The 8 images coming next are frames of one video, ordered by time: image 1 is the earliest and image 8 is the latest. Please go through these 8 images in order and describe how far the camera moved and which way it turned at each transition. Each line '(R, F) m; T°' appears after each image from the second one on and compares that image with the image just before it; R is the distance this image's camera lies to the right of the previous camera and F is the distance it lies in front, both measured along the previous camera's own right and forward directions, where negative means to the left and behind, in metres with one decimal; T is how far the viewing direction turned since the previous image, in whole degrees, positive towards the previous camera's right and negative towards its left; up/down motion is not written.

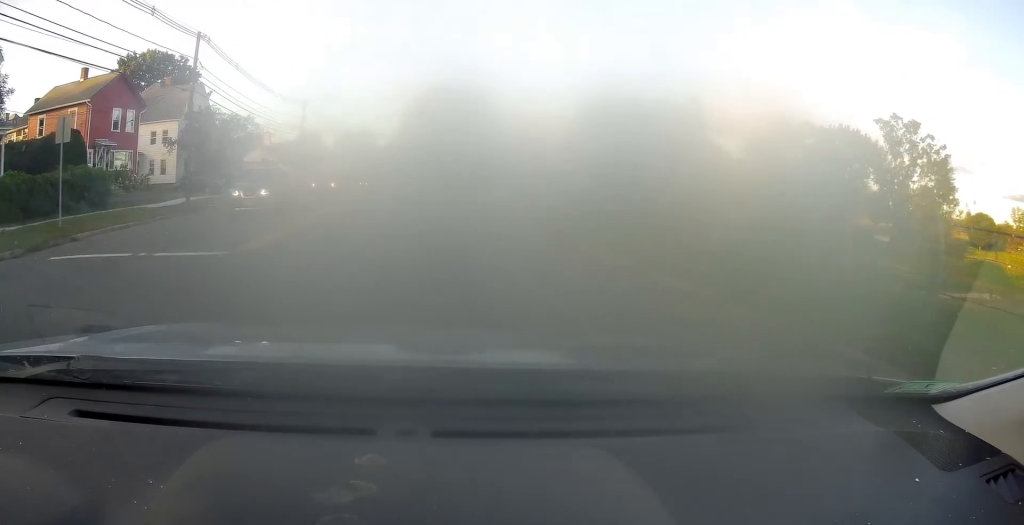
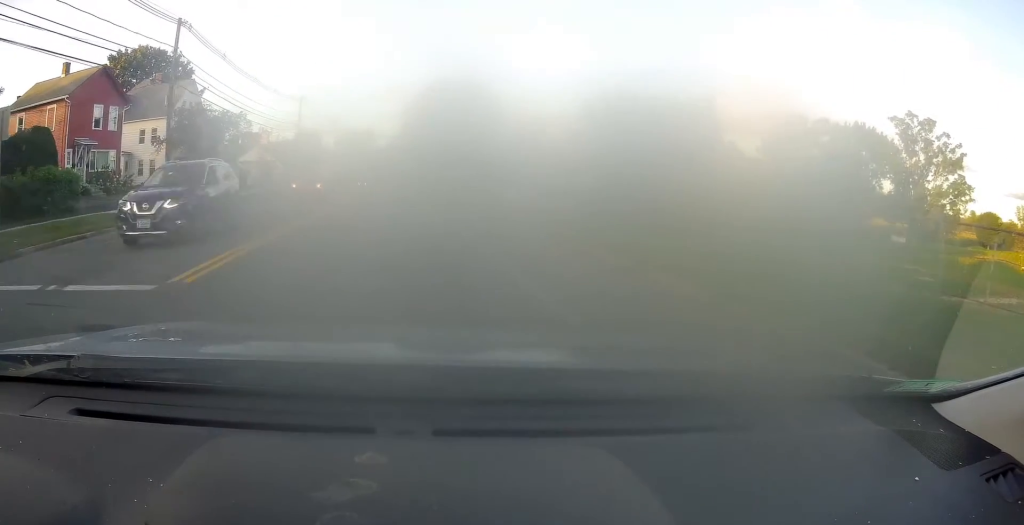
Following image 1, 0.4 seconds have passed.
(0.0, +3.6) m; -2°
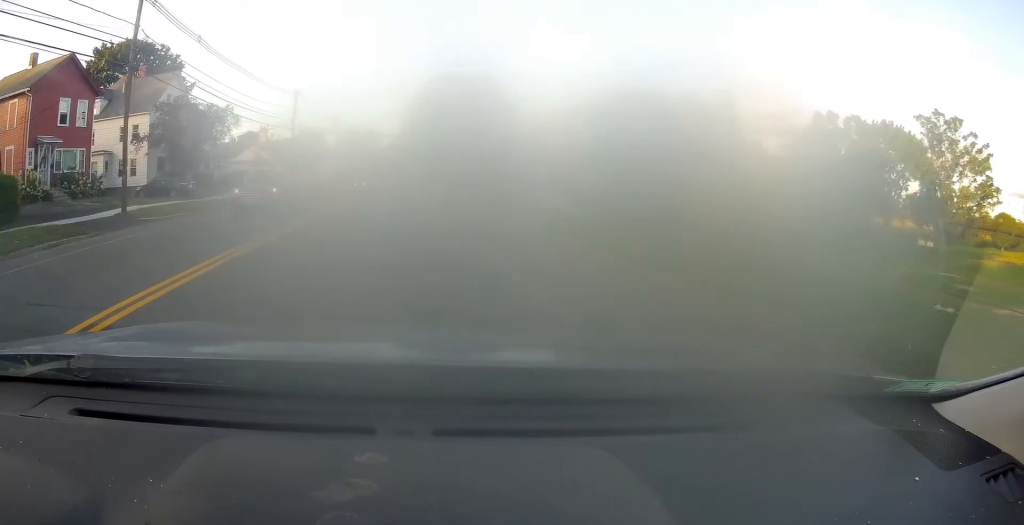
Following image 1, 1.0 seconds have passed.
(-0.1, +5.2) m; -1°
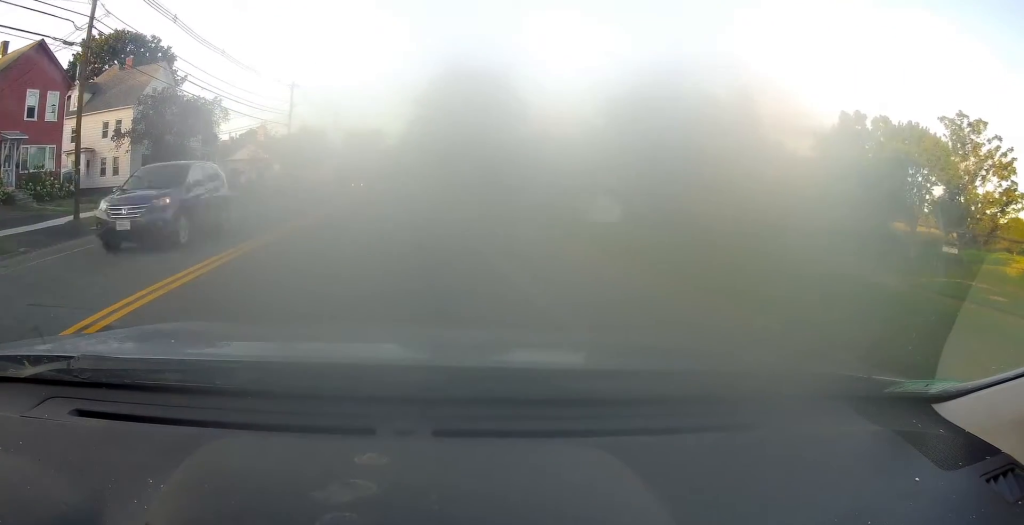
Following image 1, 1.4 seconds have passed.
(-0.1, +4.7) m; -1°
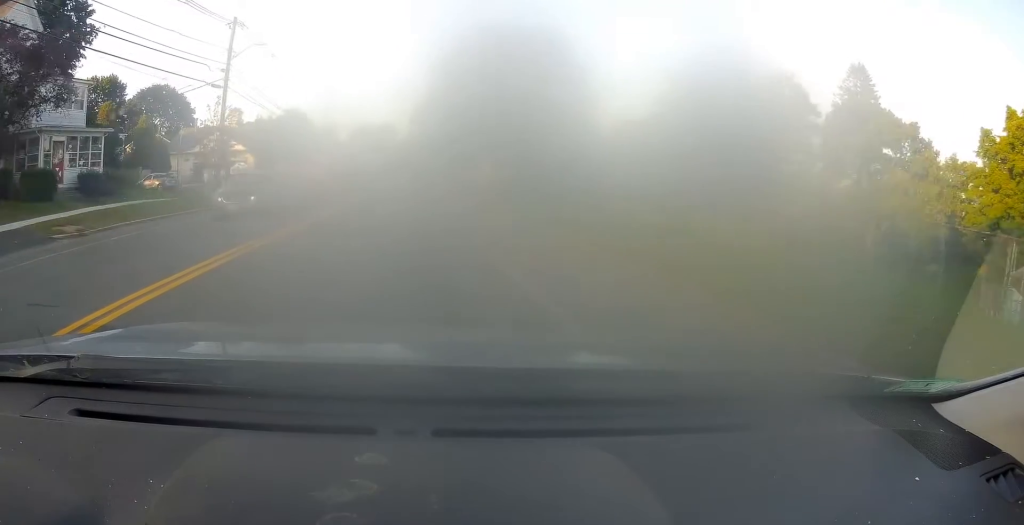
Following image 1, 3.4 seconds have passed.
(-0.1, +23.3) m; 0°
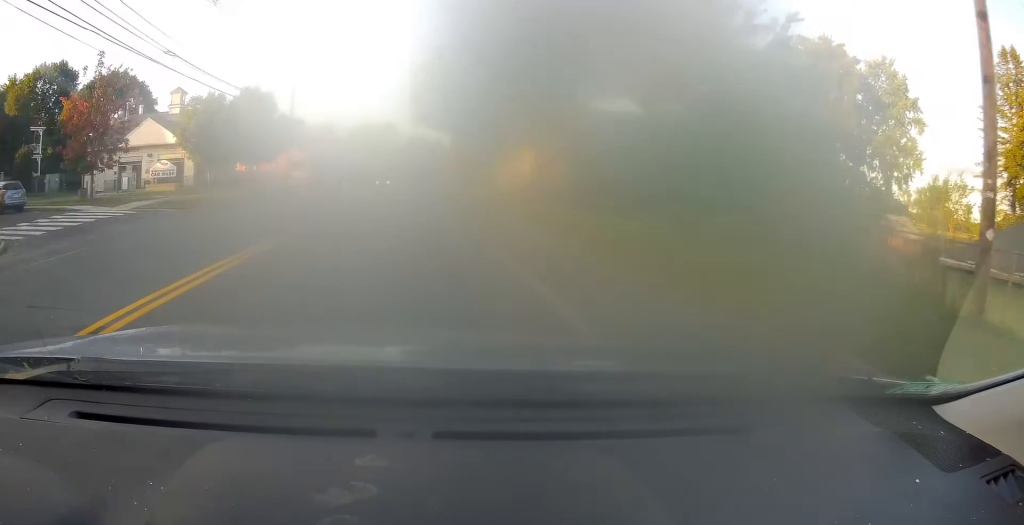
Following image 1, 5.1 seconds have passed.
(0.0, +22.5) m; 0°
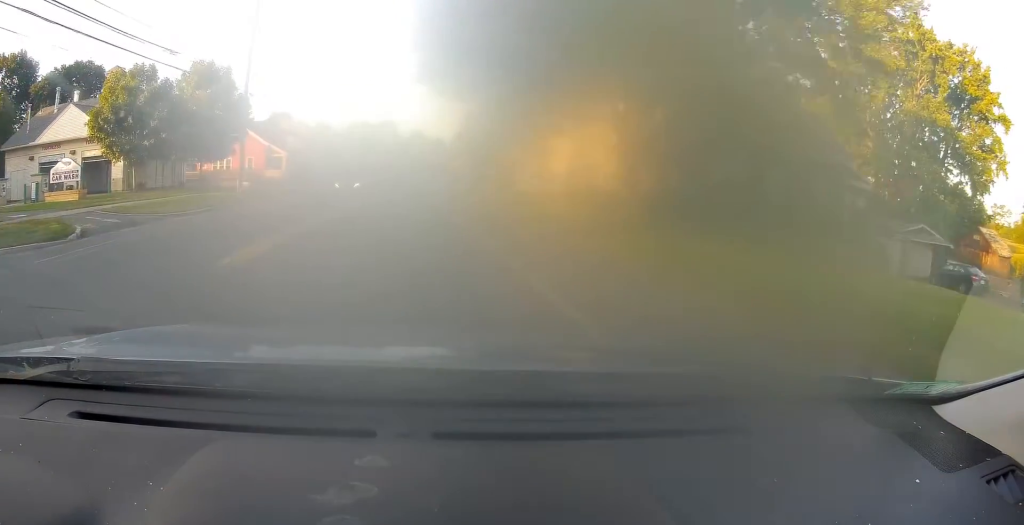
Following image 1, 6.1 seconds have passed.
(0.0, +14.5) m; 0°
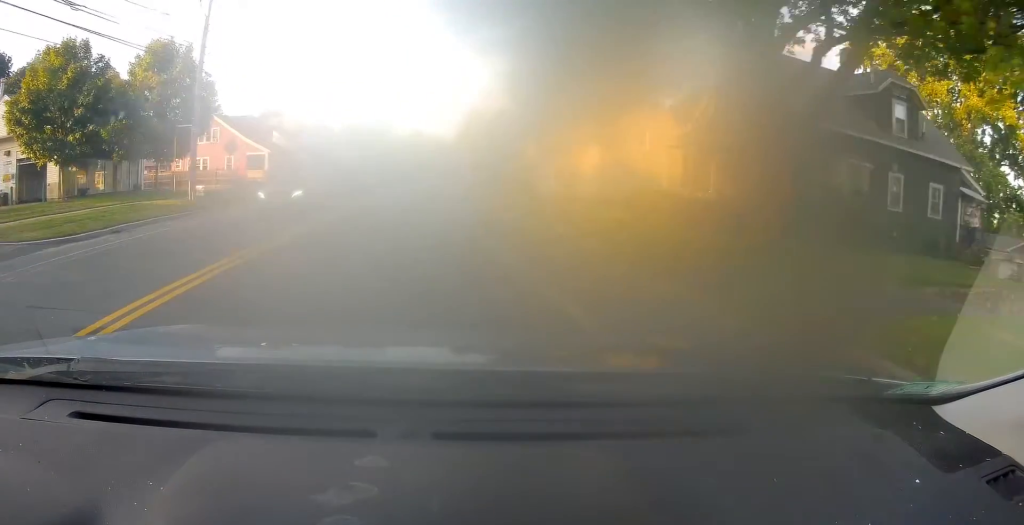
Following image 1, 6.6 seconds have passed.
(0.0, +8.5) m; 0°
